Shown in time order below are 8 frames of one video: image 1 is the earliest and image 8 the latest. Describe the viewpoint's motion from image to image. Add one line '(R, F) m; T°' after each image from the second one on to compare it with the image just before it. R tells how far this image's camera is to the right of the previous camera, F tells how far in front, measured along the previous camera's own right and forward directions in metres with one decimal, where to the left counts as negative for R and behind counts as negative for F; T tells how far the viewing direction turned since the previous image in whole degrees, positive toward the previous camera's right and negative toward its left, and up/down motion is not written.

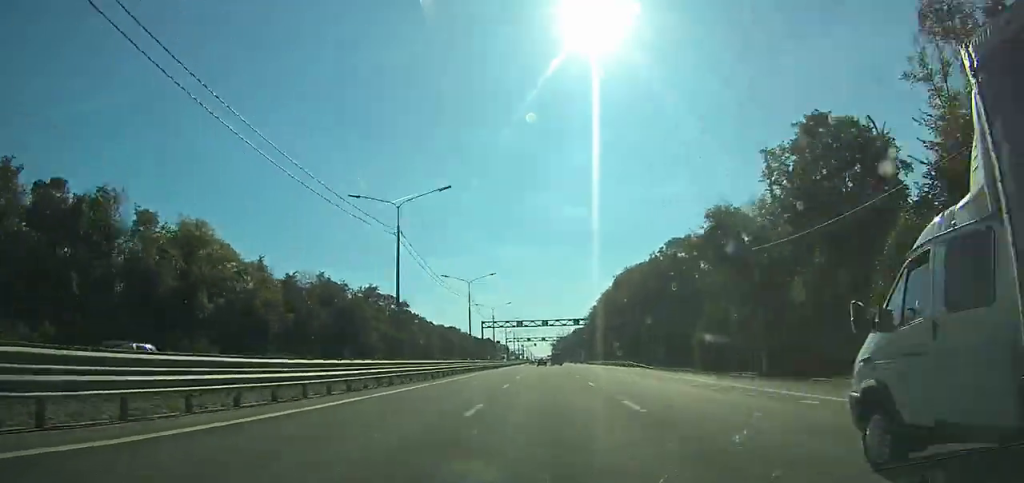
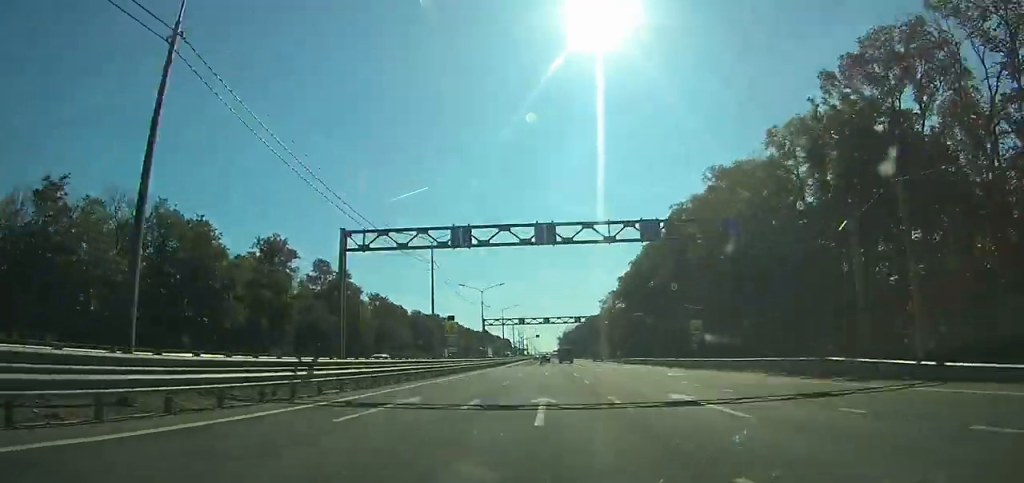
(-0.6, +59.7) m; -1°
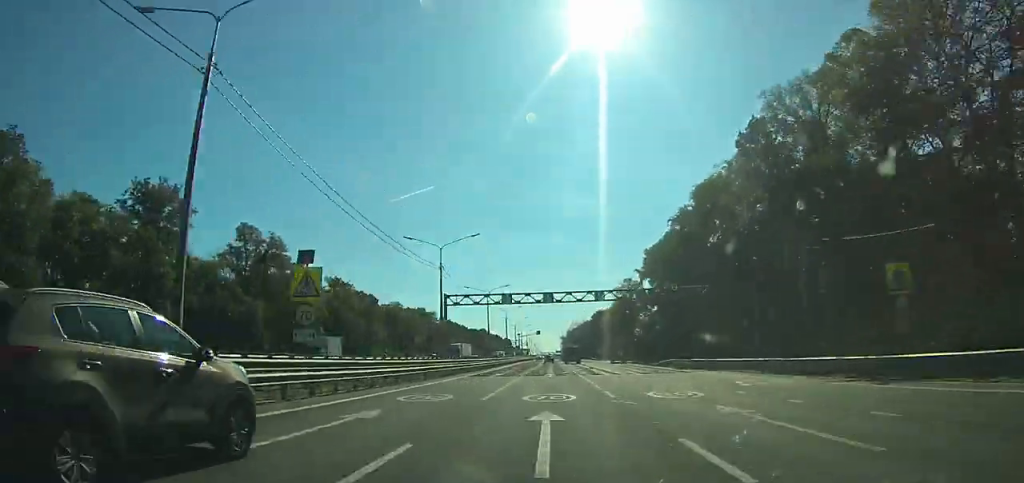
(-0.1, +34.6) m; 0°
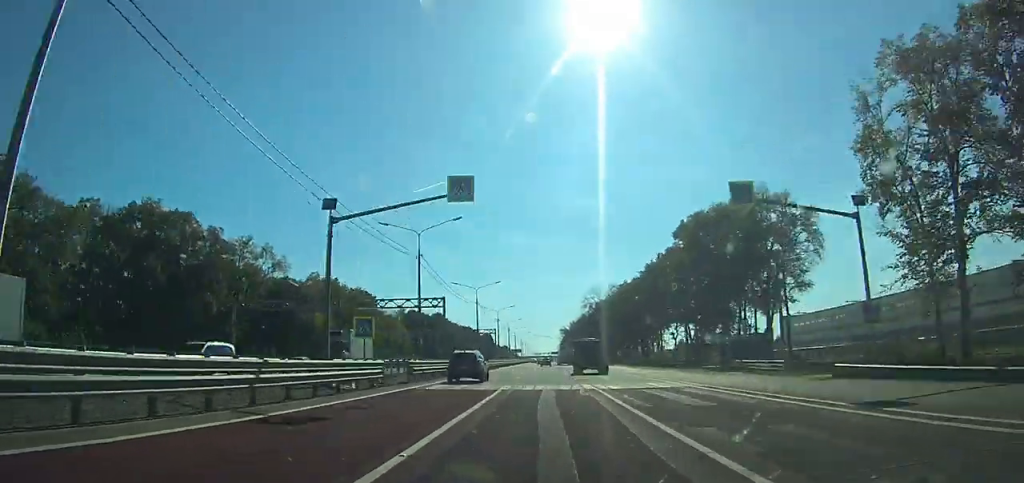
(-0.8, +151.5) m; 0°
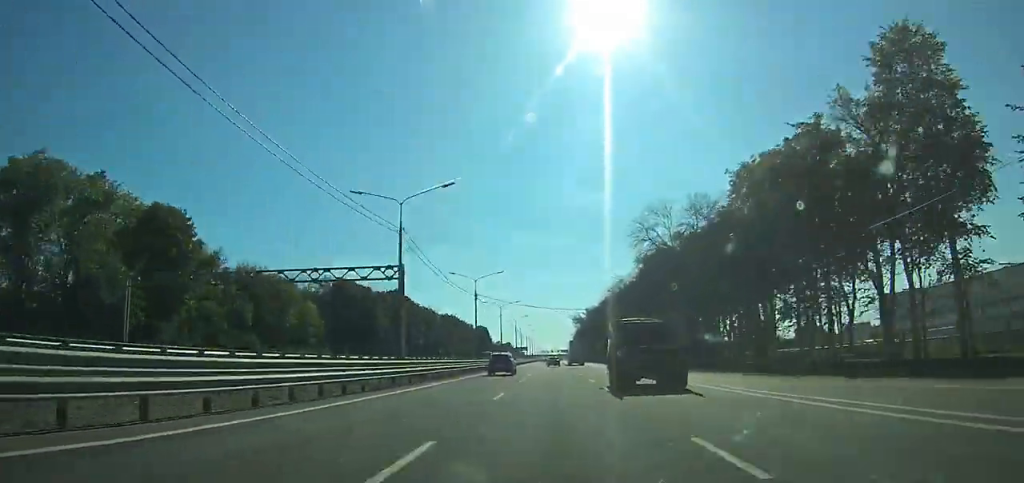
(-0.1, +79.4) m; 0°
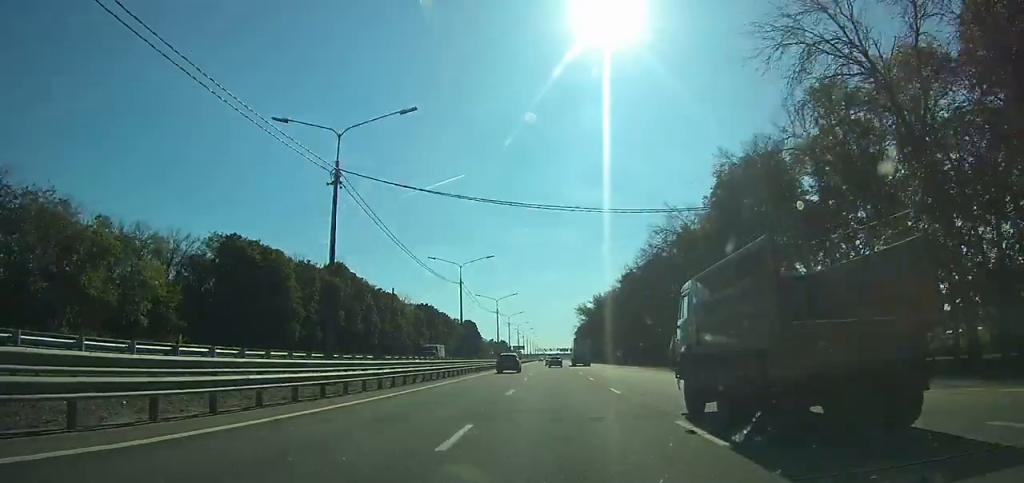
(-0.1, +45.2) m; 0°
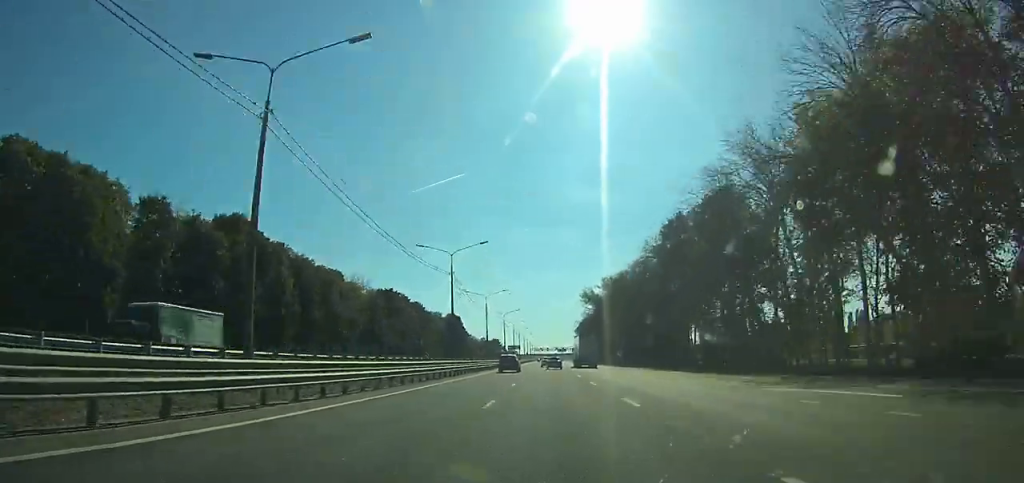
(+0.1, +40.3) m; 0°
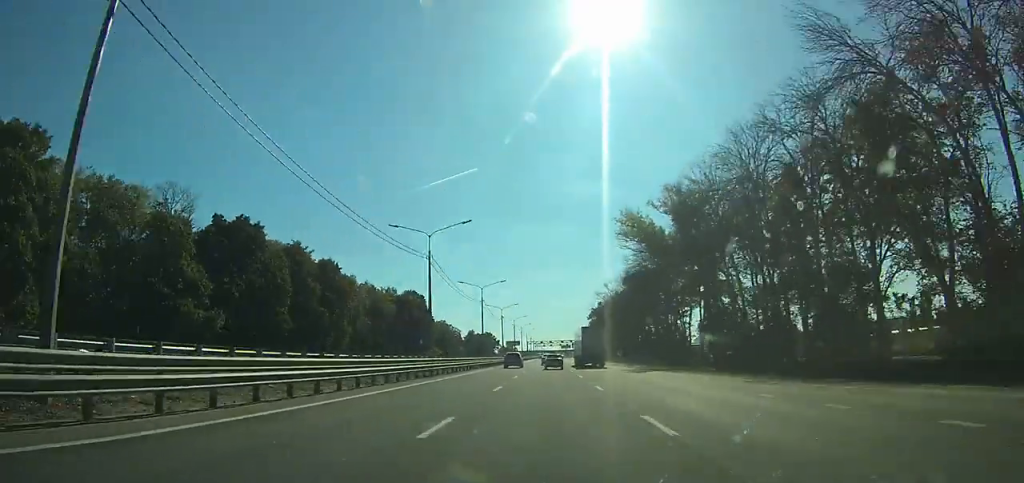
(+0.2, +75.7) m; 0°
